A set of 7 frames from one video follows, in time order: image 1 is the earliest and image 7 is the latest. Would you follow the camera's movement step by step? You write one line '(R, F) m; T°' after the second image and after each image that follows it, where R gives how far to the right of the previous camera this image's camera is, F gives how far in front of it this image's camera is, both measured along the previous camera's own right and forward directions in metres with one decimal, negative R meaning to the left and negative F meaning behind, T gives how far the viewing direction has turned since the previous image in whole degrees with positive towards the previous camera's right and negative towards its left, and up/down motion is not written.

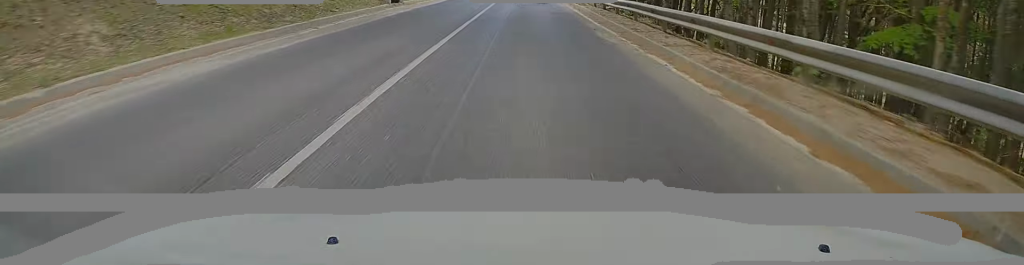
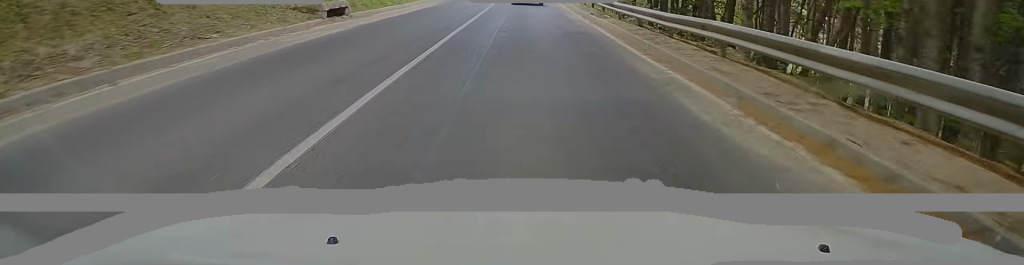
(-0.1, +8.9) m; 0°
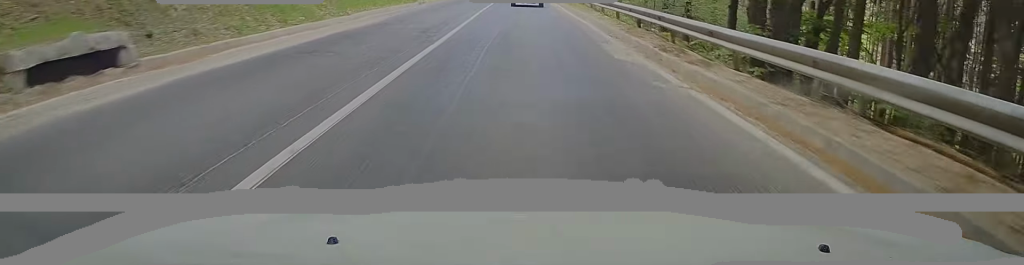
(+0.1, +12.5) m; 0°
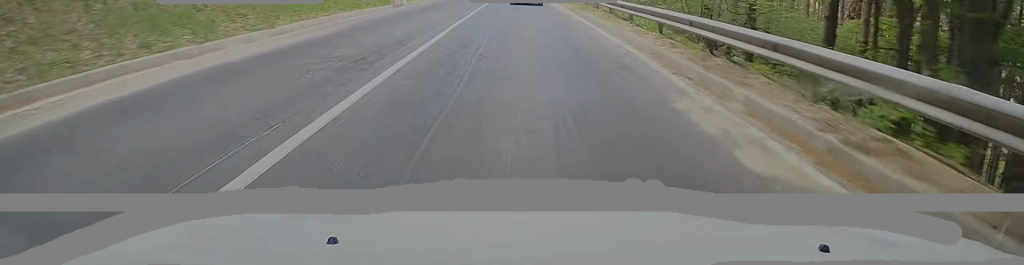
(+0.2, +6.9) m; 0°
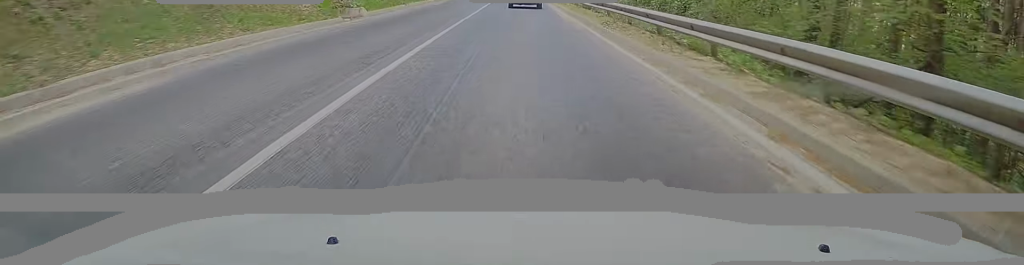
(-0.2, +8.4) m; -1°
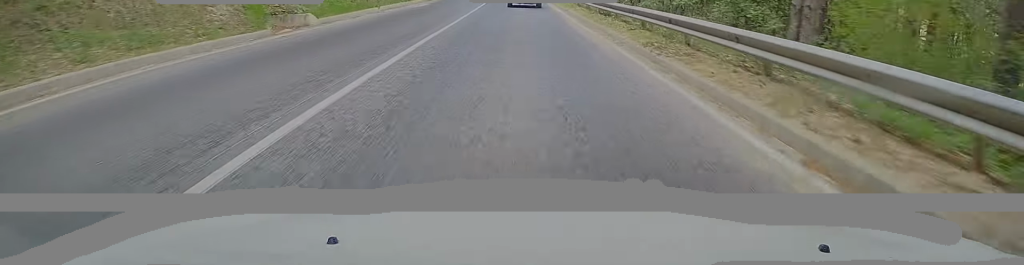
(0.0, +6.6) m; -1°
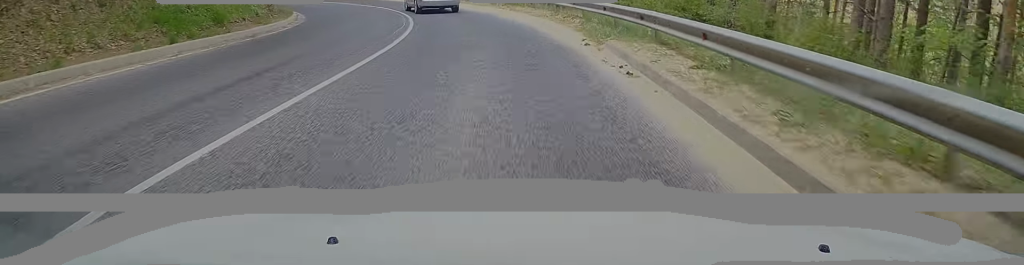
(0.0, +44.1) m; -1°
